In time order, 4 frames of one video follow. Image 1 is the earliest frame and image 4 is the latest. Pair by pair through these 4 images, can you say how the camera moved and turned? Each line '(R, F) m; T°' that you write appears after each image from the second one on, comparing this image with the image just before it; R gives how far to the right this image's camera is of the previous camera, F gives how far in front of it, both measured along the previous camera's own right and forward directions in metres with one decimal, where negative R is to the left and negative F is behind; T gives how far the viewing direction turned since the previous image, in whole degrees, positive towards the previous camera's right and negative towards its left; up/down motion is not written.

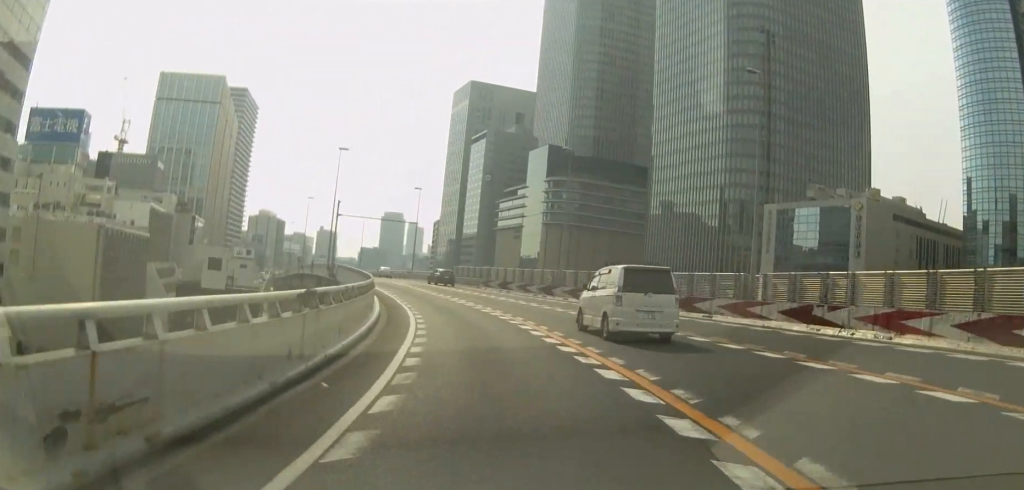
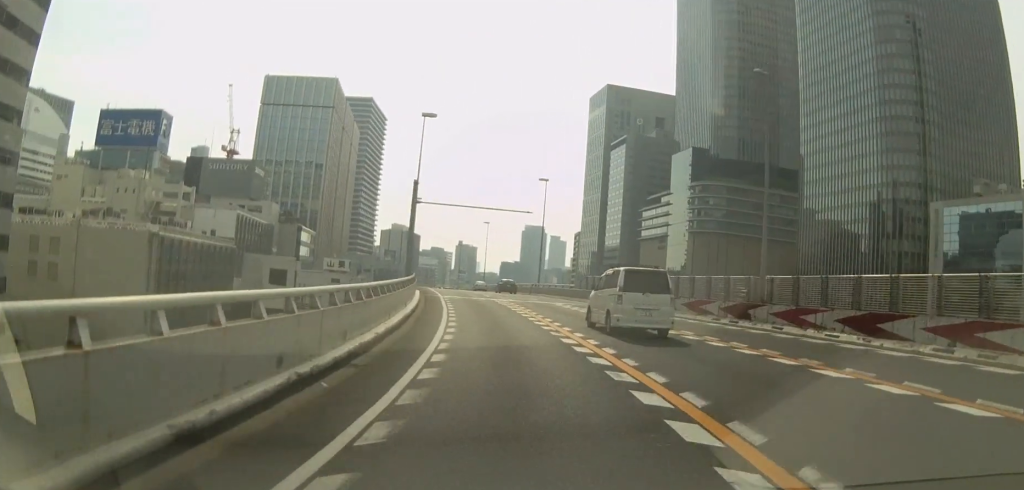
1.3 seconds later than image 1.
(-2.5, +19.7) m; -13°
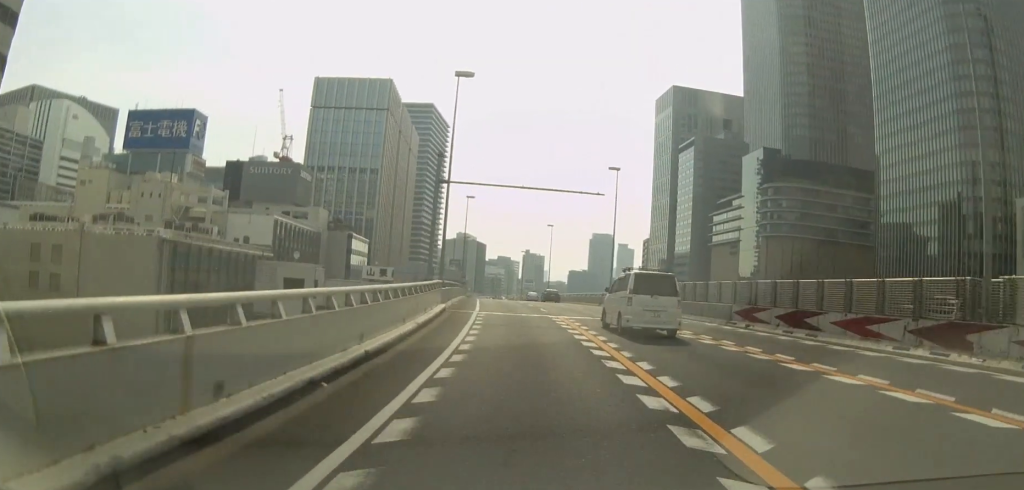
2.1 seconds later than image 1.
(-0.7, +11.8) m; -6°
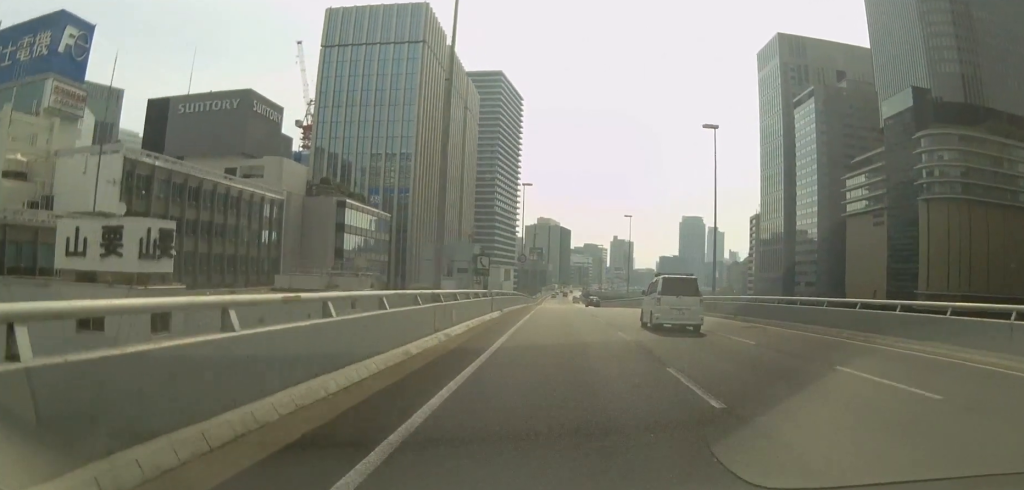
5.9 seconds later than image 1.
(-9.4, +62.7) m; -13°
